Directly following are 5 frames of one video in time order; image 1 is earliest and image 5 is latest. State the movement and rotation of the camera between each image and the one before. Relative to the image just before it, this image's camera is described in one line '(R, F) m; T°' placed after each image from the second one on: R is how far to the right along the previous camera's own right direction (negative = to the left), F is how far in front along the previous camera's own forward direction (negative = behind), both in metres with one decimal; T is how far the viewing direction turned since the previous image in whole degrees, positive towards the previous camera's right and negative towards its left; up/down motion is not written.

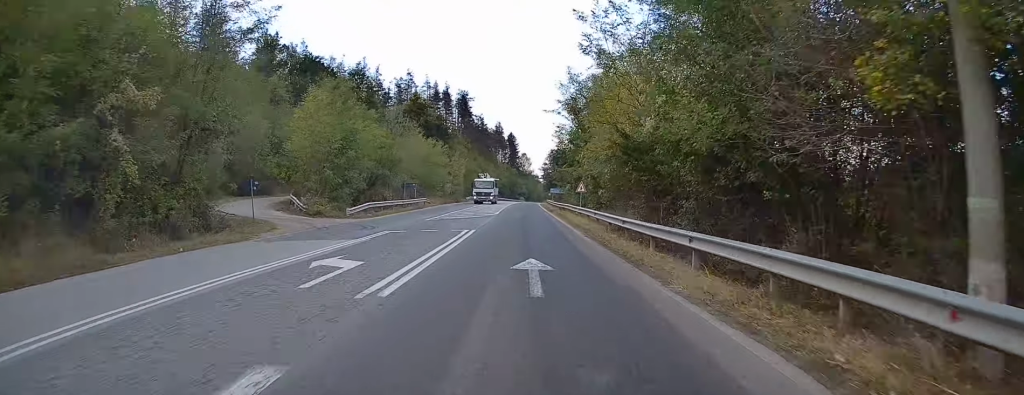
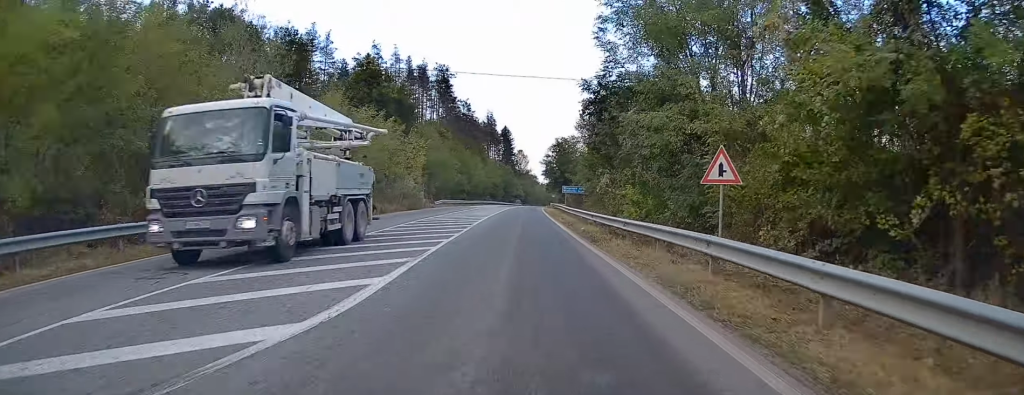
(-0.1, +34.6) m; 0°
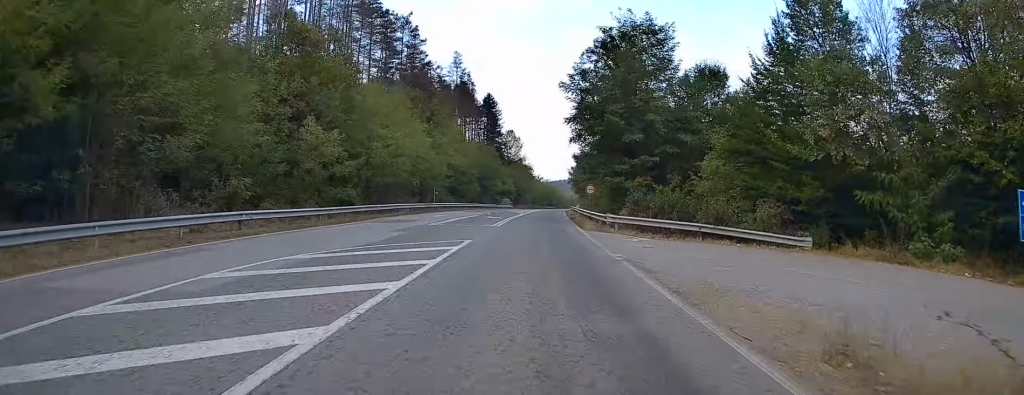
(+0.2, +72.2) m; +1°
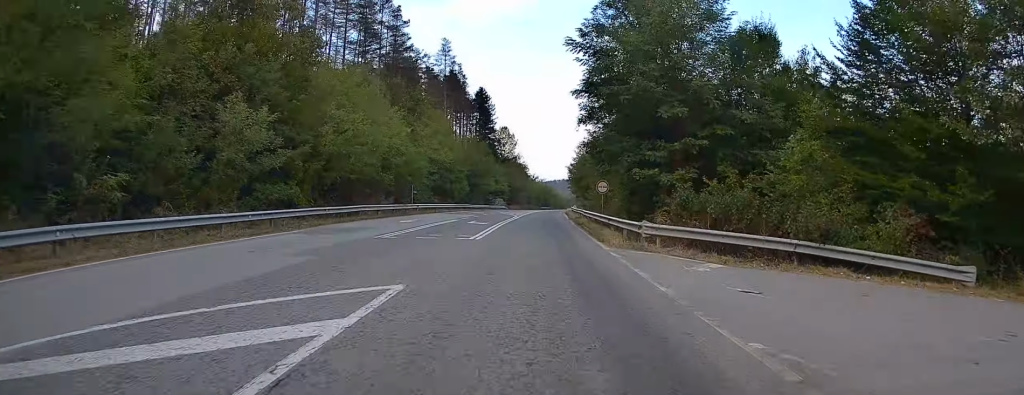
(0.0, +9.5) m; 0°
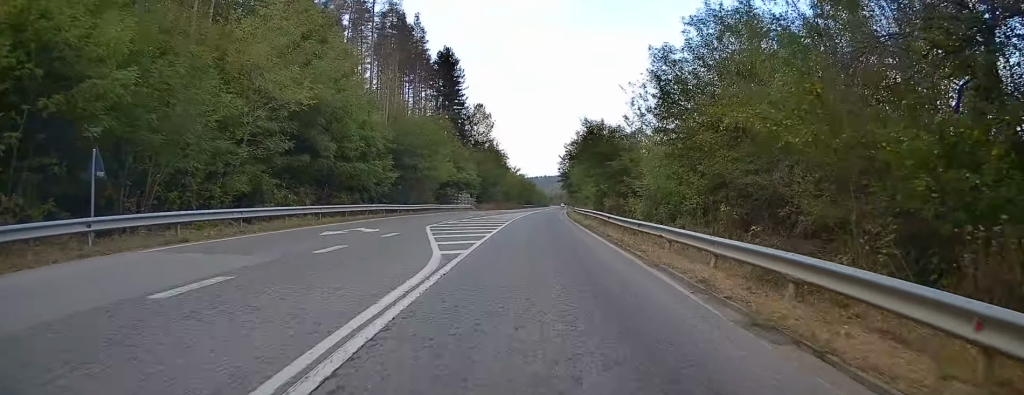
(+0.4, +38.7) m; +1°
